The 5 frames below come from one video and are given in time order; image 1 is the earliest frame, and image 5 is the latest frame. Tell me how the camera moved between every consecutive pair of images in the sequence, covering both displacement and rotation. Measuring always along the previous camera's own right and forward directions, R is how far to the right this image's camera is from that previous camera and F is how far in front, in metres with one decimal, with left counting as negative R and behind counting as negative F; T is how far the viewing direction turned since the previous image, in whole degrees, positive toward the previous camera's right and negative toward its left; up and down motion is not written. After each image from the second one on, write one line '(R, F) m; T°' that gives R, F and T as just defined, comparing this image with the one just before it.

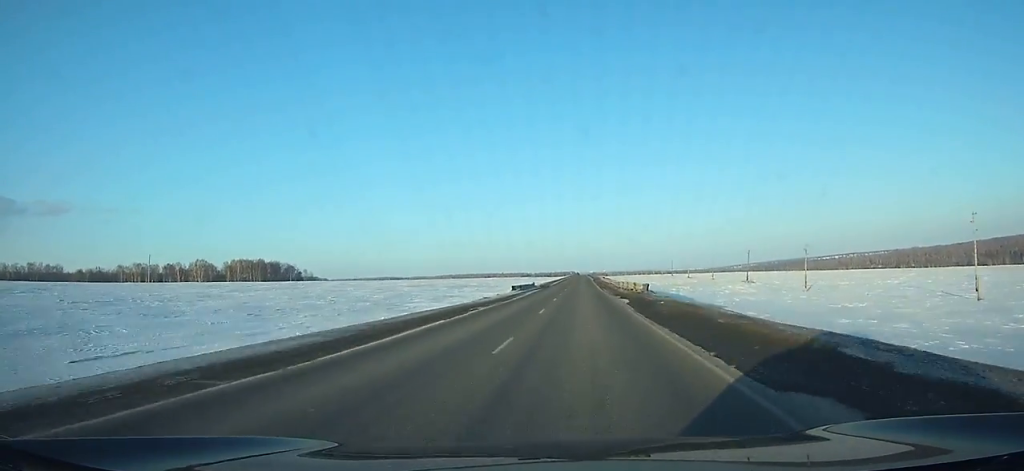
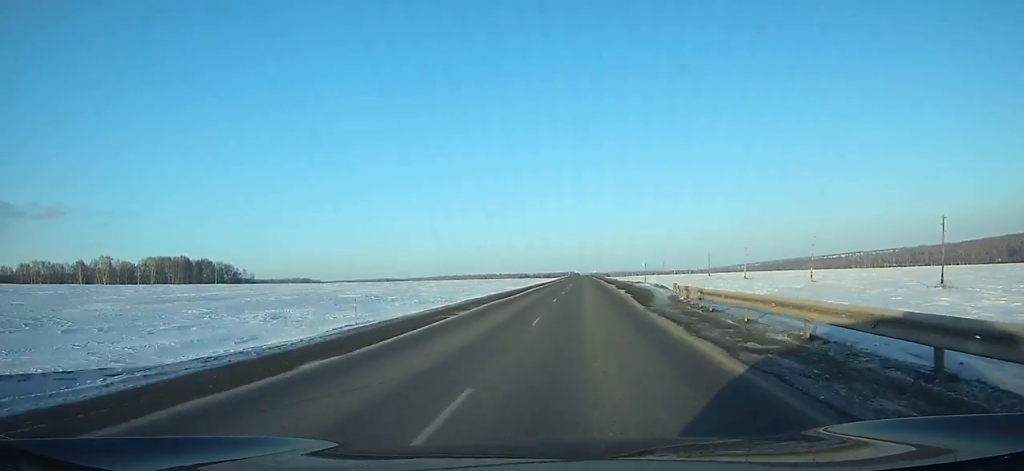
(0.0, +89.2) m; 0°
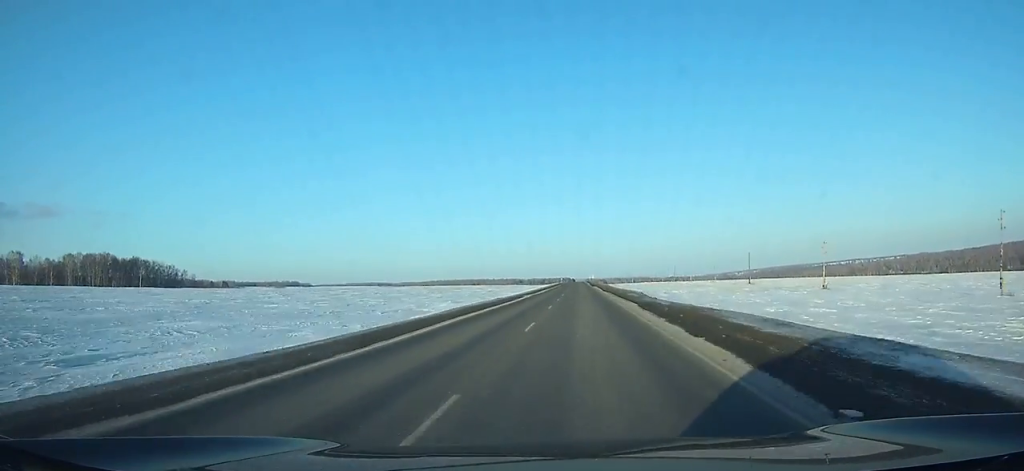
(+0.1, +60.9) m; 0°
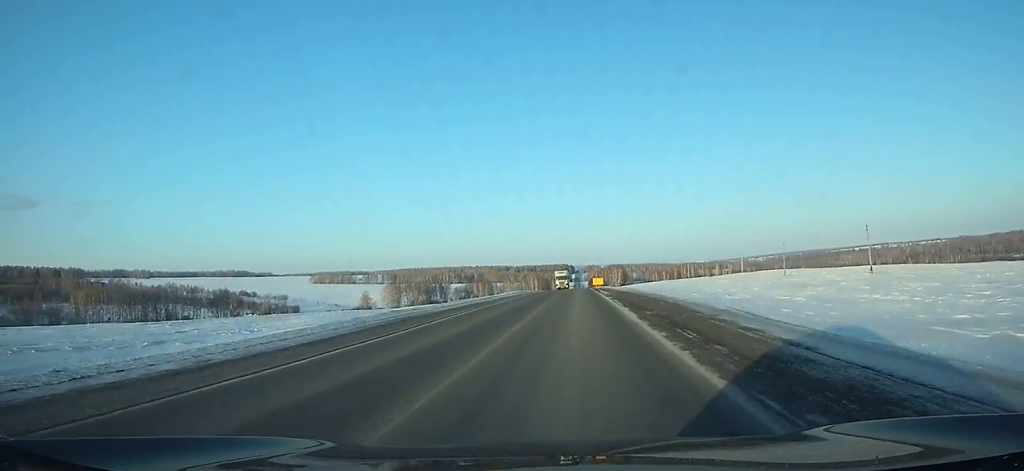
(-1.4, +416.6) m; 0°
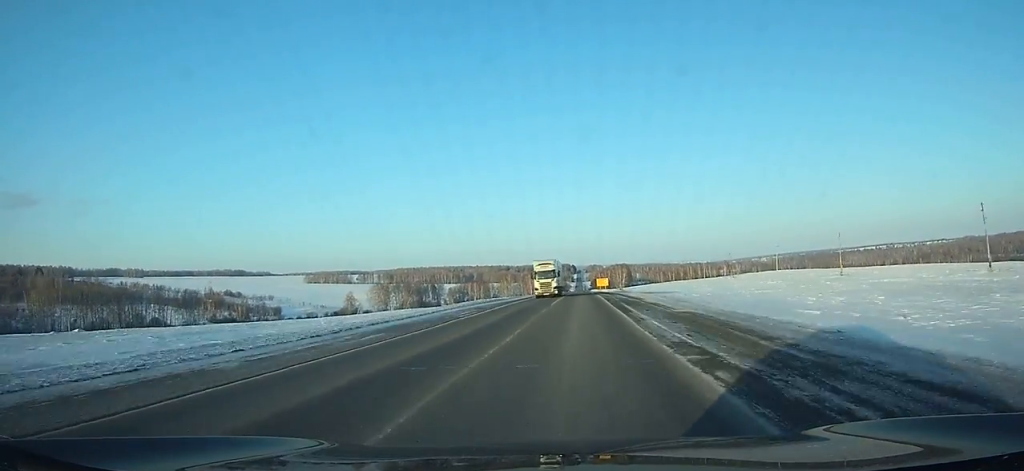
(0.0, +34.9) m; 0°
